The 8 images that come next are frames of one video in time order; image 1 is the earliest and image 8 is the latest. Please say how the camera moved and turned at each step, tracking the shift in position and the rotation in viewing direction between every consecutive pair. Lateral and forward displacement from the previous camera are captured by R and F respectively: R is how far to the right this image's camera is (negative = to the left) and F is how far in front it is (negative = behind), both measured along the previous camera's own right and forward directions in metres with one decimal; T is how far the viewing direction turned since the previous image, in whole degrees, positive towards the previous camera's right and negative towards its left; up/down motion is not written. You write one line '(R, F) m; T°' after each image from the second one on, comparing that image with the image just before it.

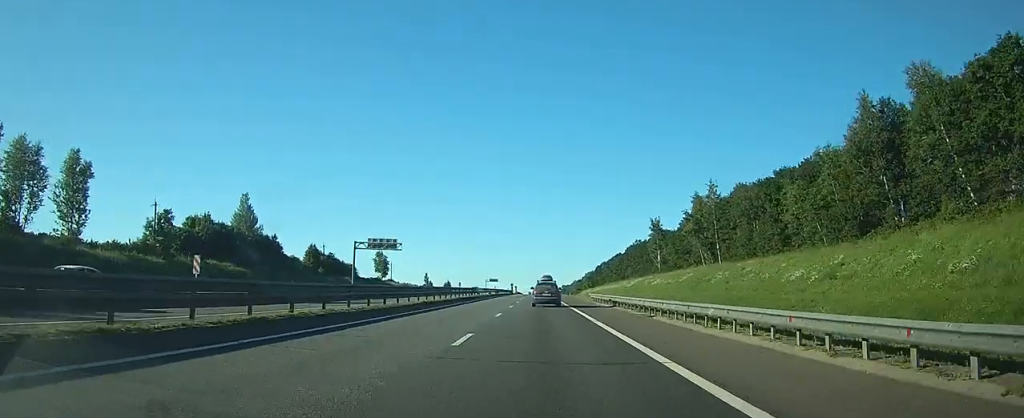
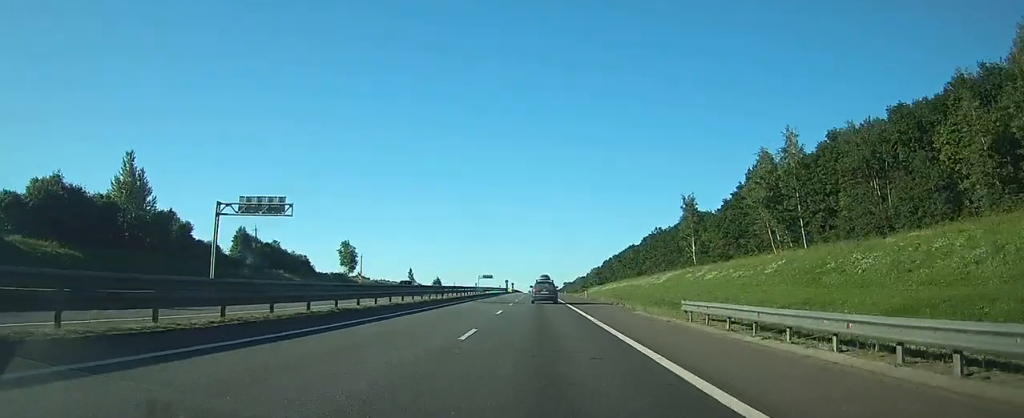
(+0.1, +34.5) m; 0°
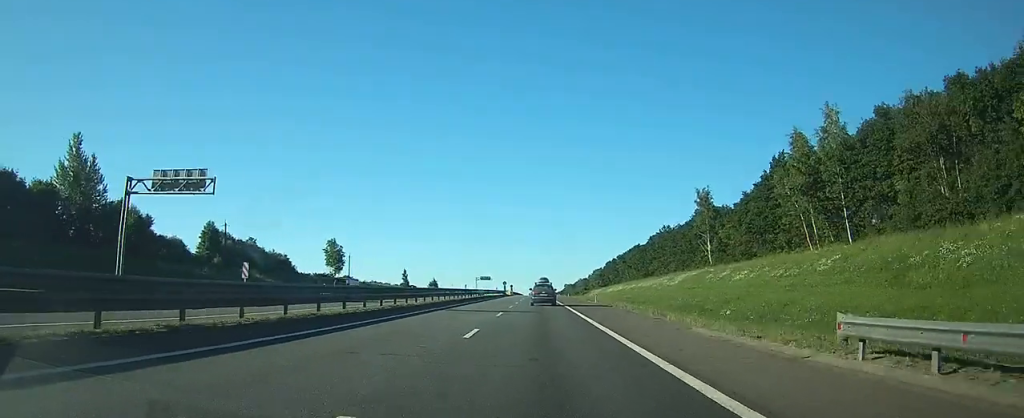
(0.0, +10.9) m; 0°
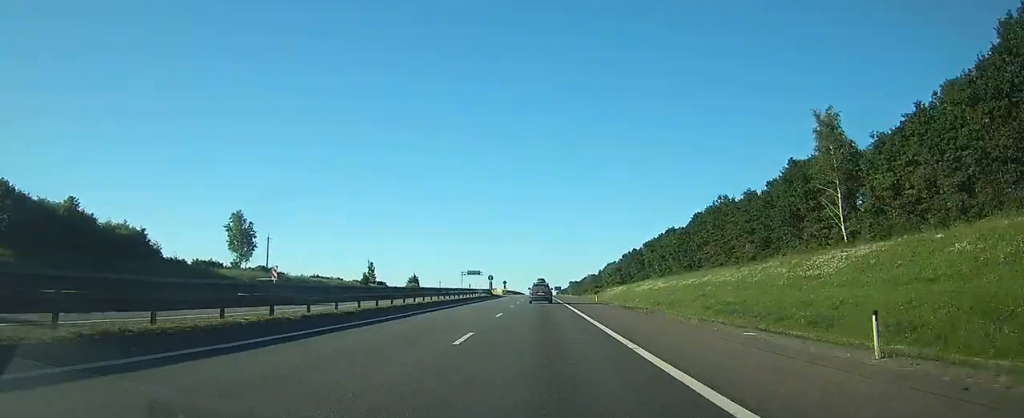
(0.0, +49.0) m; 0°
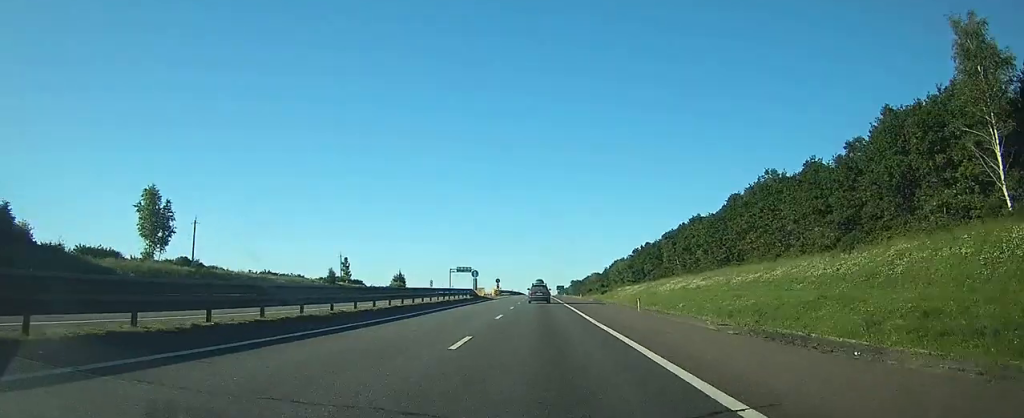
(0.0, +24.5) m; 0°
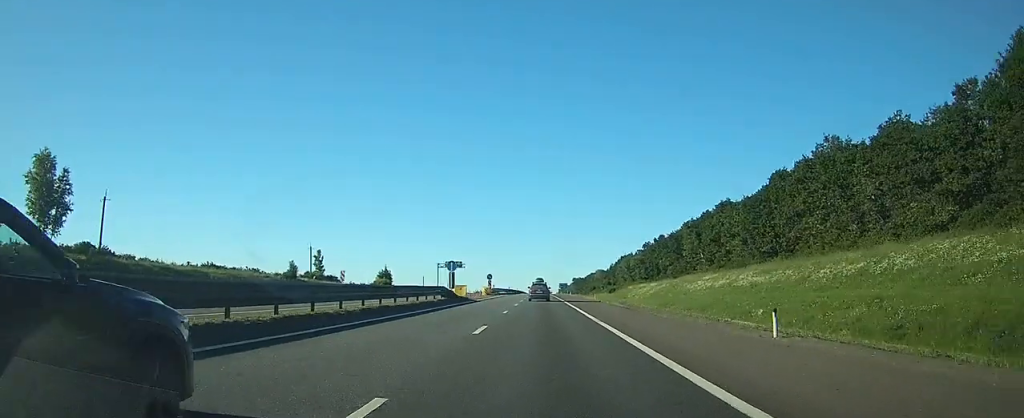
(0.0, +20.0) m; 0°
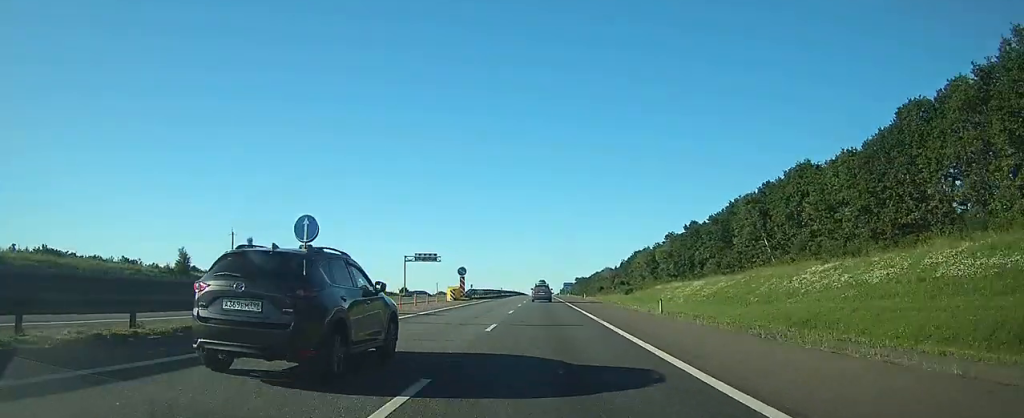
(0.0, +33.8) m; 0°
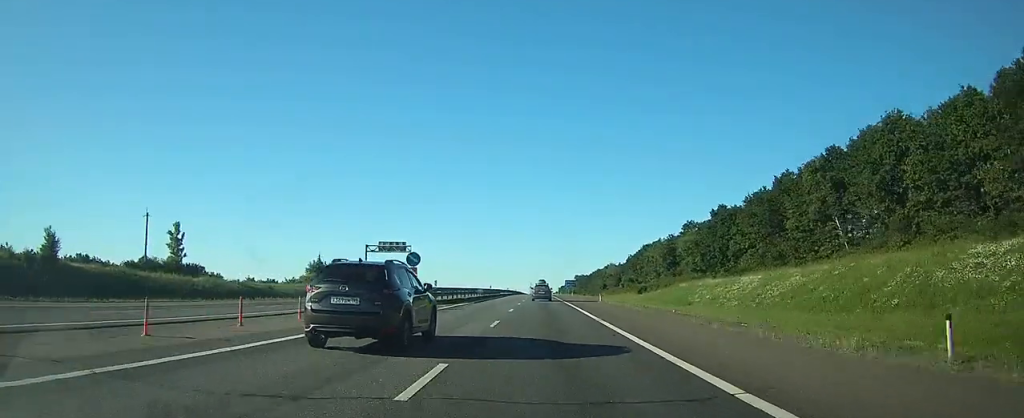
(0.0, +22.1) m; 0°
